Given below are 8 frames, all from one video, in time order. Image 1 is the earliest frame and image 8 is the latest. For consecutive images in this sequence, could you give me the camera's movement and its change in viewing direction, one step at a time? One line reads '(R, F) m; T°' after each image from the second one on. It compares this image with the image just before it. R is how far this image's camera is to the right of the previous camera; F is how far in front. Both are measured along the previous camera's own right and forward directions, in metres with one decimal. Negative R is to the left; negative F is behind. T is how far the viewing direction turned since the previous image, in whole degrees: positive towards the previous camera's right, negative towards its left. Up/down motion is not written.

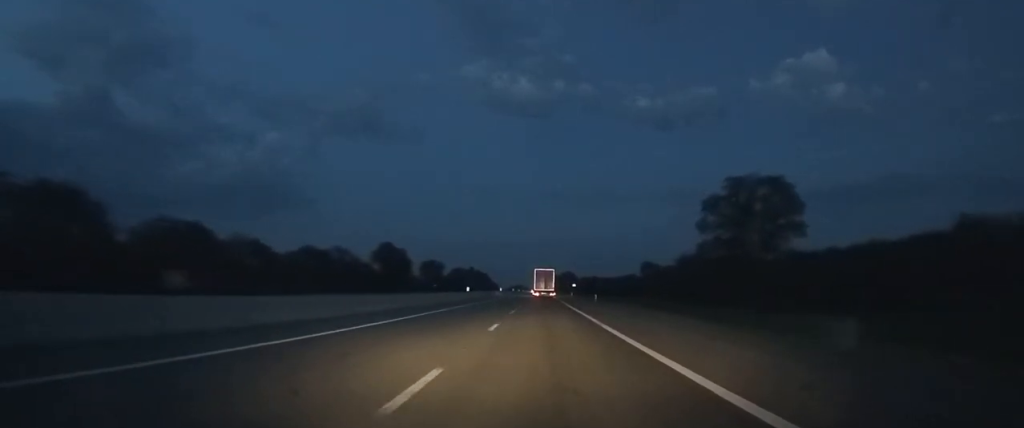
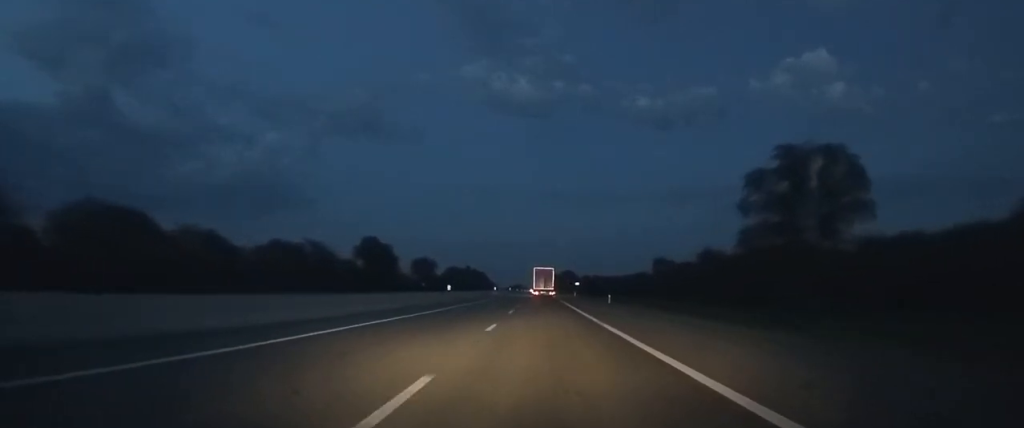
(0.0, +13.4) m; 0°
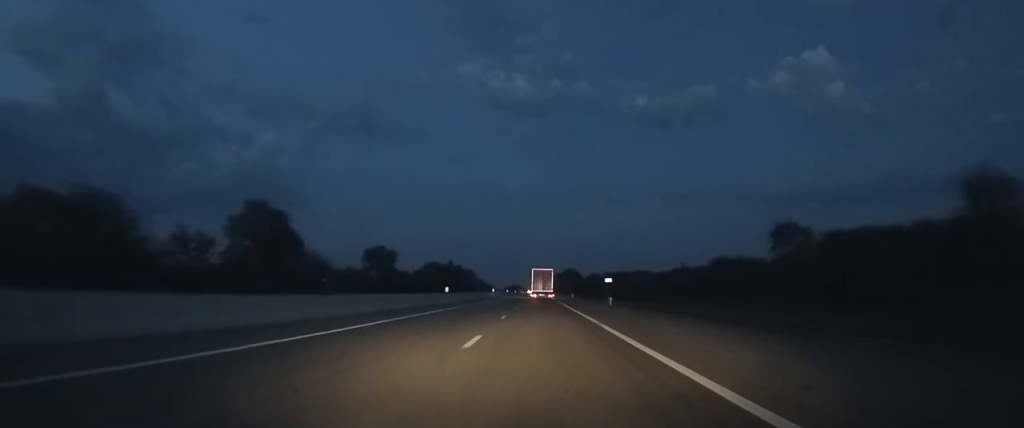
(+0.1, +58.2) m; 0°
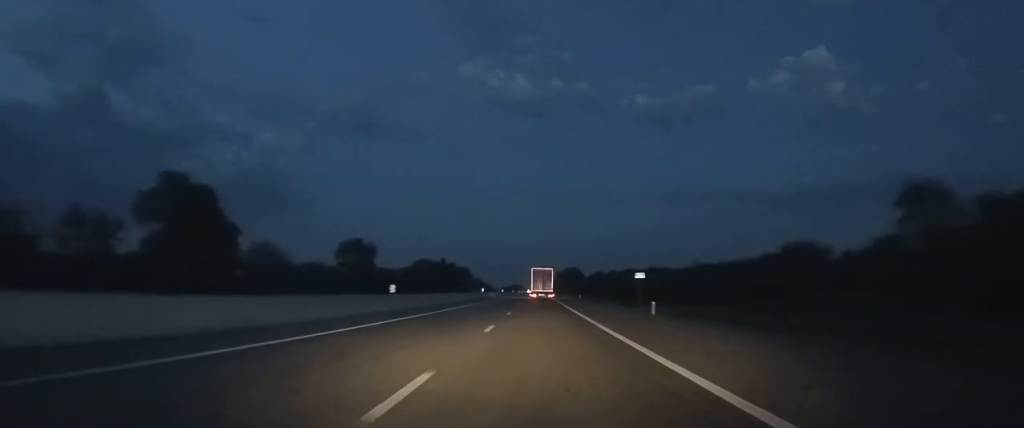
(0.0, +23.1) m; 0°
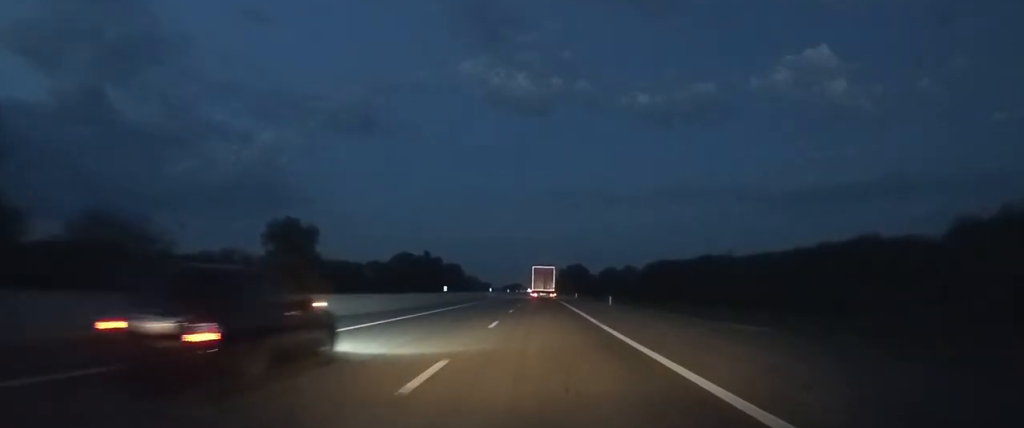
(-0.1, +42.6) m; 0°
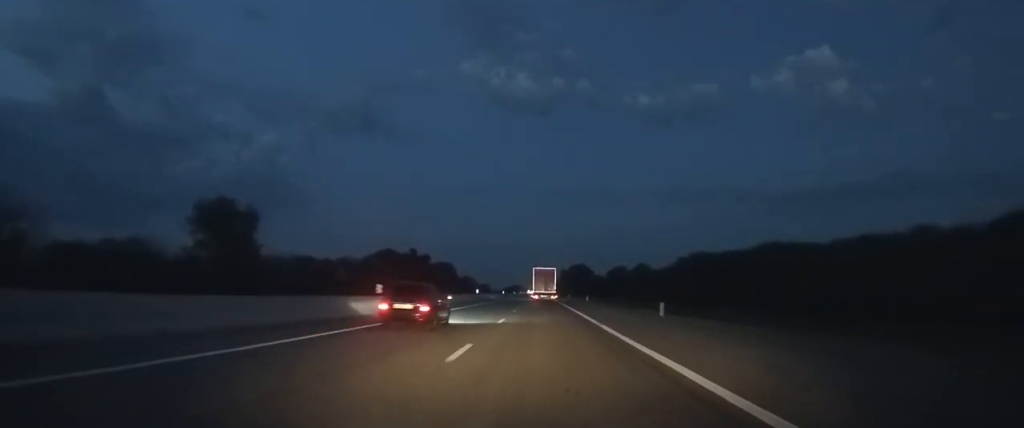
(0.0, +22.7) m; 0°
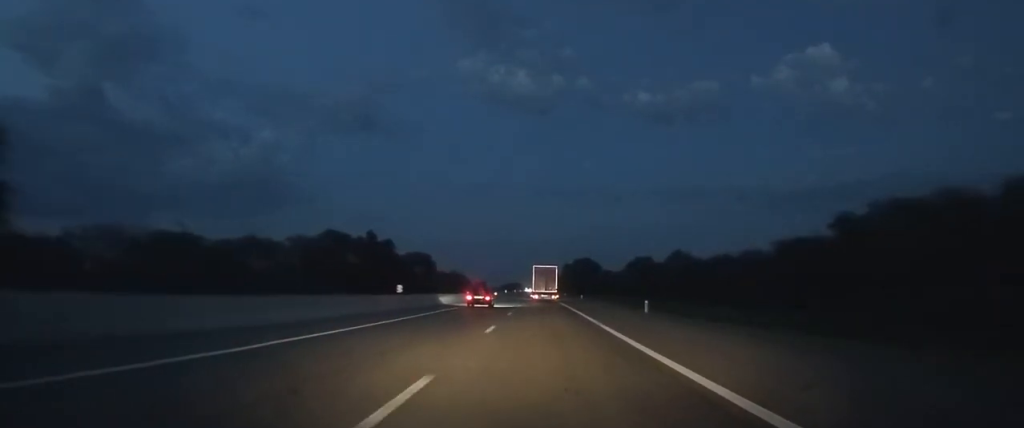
(0.0, +36.1) m; 0°
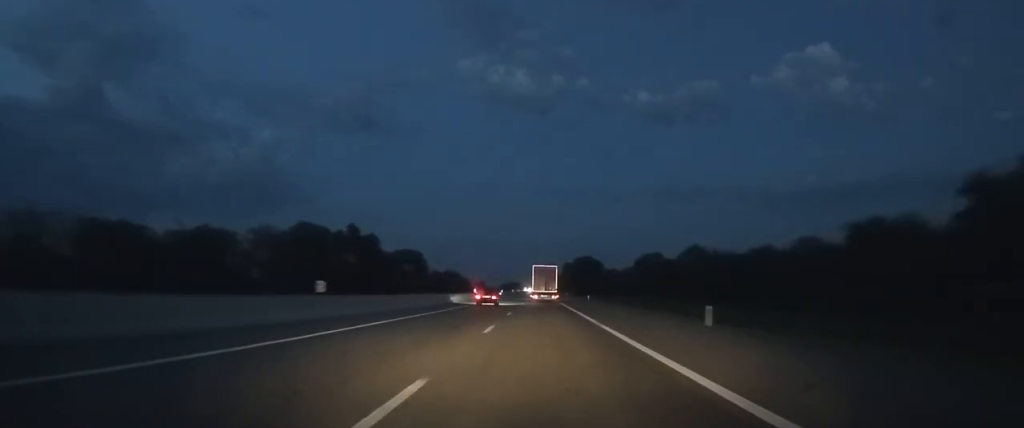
(0.0, +9.4) m; 0°
